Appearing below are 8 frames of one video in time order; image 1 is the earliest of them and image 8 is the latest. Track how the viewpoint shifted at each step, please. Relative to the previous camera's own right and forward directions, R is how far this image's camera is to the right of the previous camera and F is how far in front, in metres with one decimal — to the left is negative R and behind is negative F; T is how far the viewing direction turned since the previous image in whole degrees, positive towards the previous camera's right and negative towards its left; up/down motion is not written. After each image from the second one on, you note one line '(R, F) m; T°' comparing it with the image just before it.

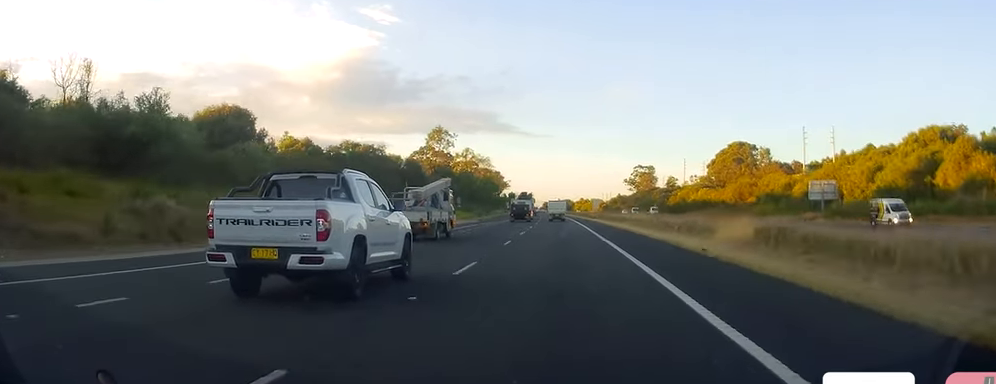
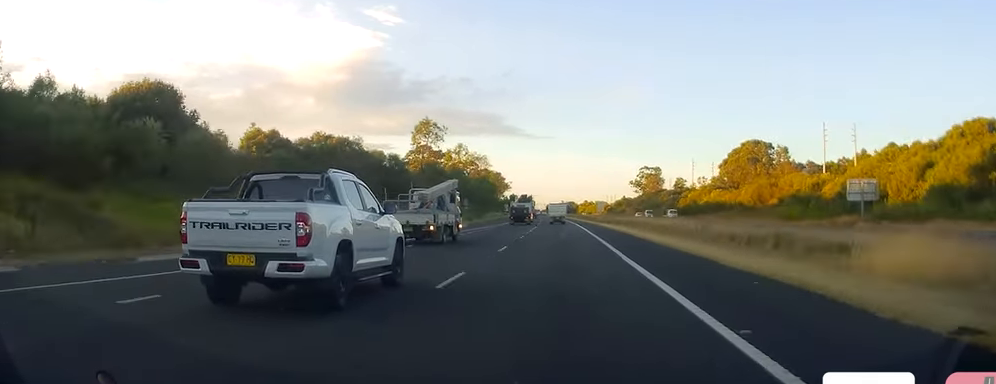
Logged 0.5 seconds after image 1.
(-0.2, +13.9) m; 0°
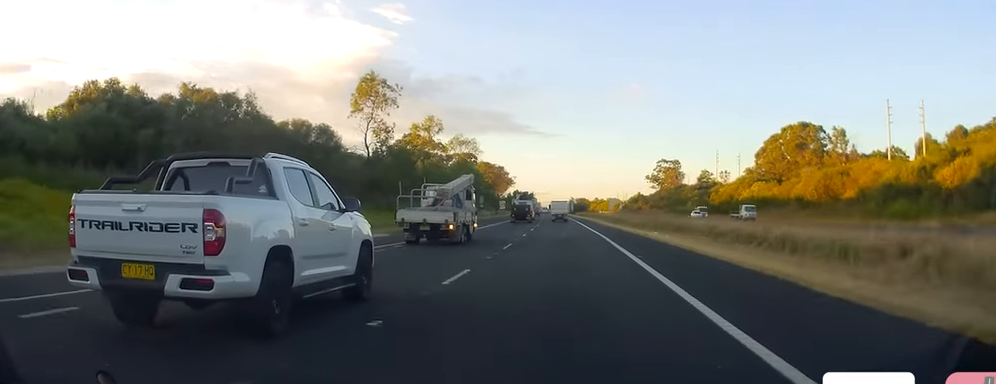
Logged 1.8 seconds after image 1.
(+0.1, +35.4) m; 0°
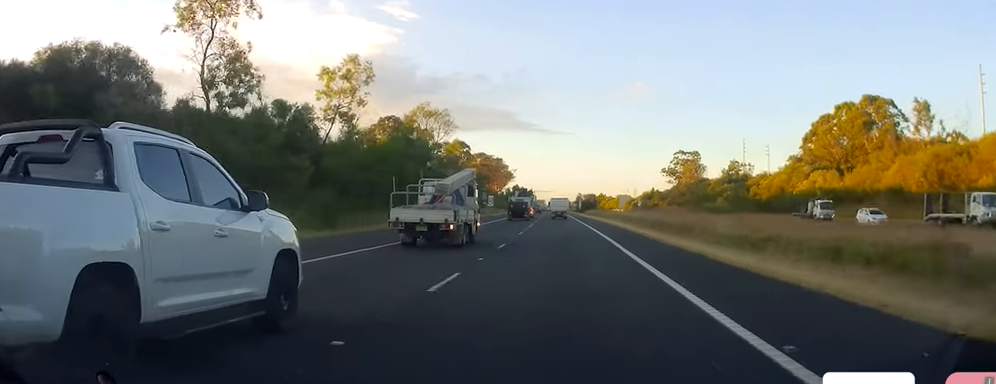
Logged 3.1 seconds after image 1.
(-0.8, +36.8) m; -2°
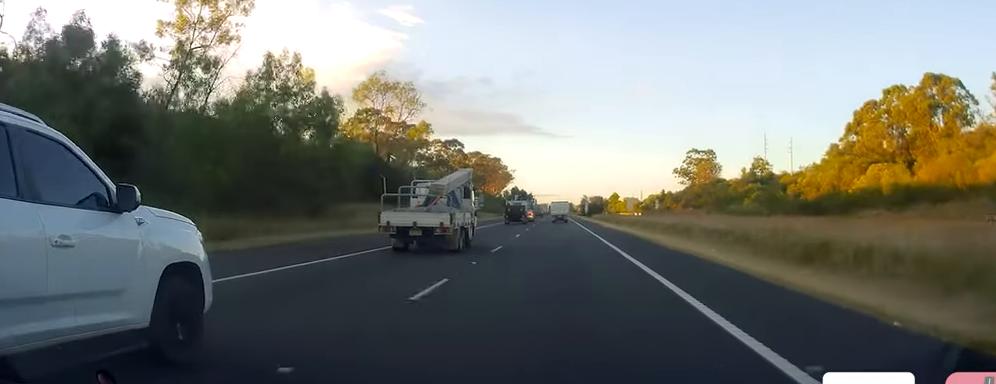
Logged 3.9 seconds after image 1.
(+0.3, +24.8) m; 0°
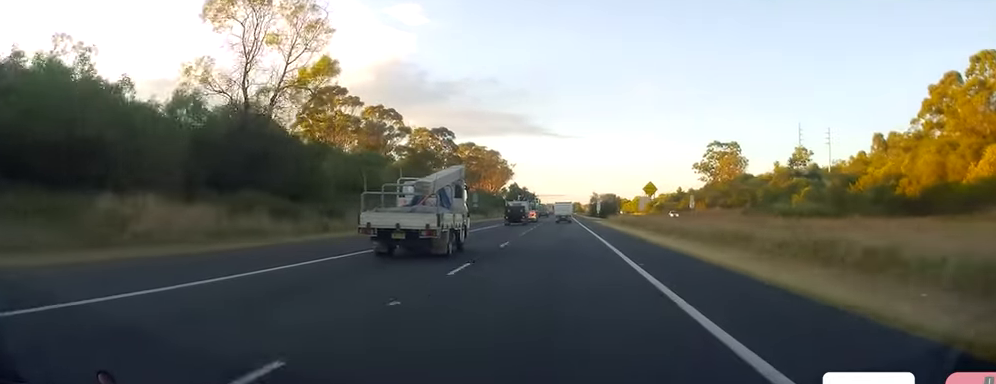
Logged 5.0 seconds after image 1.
(-0.5, +31.7) m; -1°
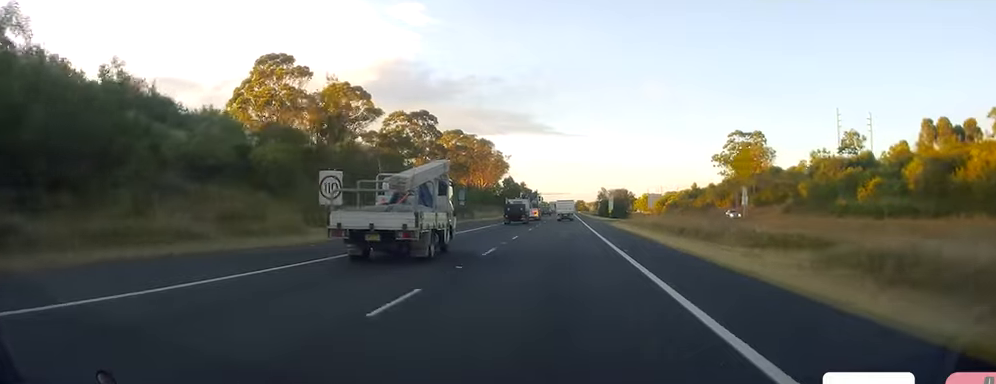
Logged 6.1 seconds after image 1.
(+0.2, +29.9) m; +1°
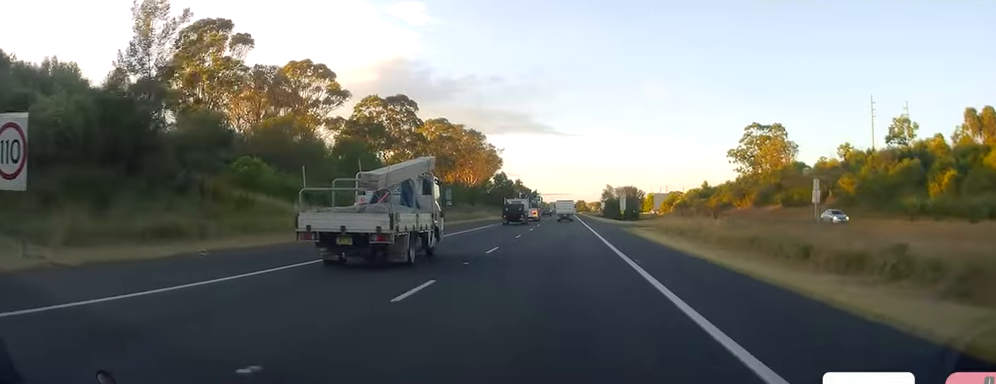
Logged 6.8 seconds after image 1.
(+0.4, +22.4) m; 0°
